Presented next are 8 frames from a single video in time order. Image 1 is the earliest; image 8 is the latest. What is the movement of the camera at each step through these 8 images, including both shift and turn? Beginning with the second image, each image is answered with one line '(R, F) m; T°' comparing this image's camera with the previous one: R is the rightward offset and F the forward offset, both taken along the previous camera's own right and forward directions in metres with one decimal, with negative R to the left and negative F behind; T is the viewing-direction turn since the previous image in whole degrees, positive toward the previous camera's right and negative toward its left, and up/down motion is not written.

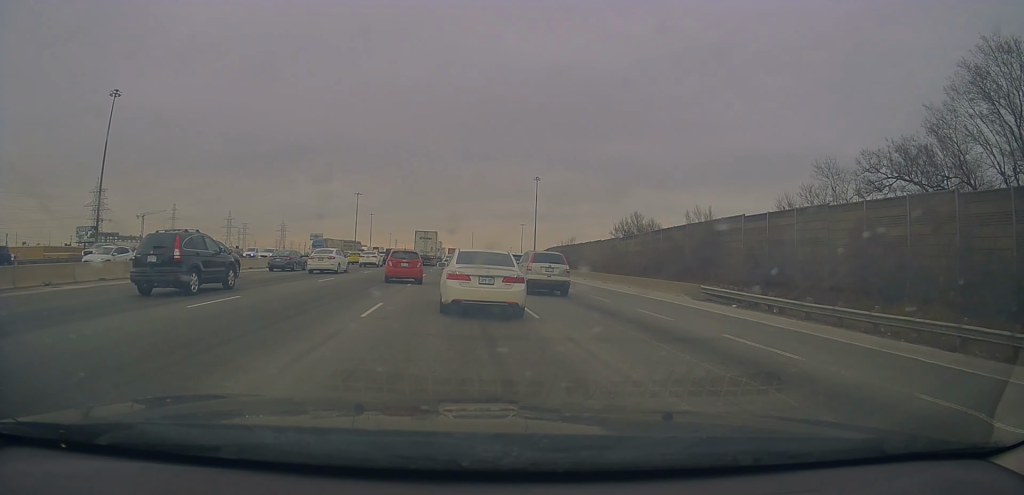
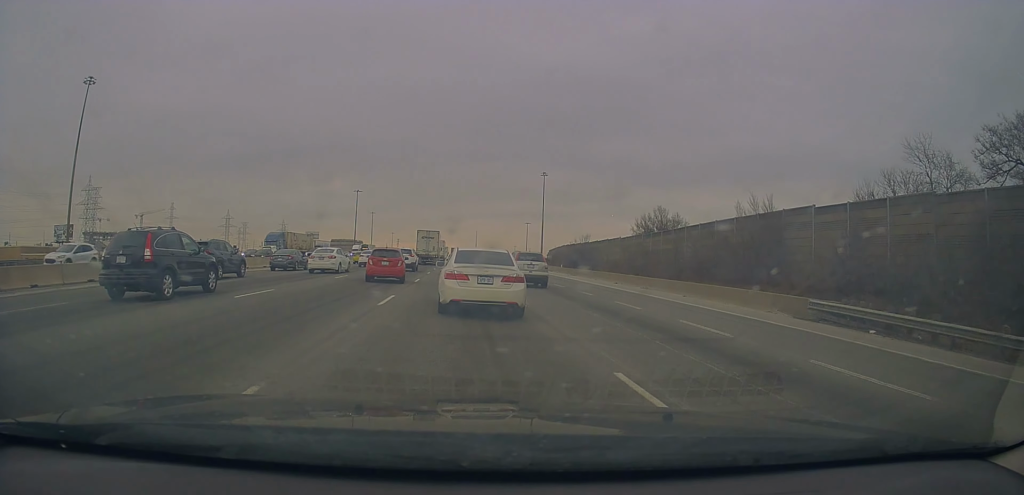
(+0.3, +8.2) m; +2°
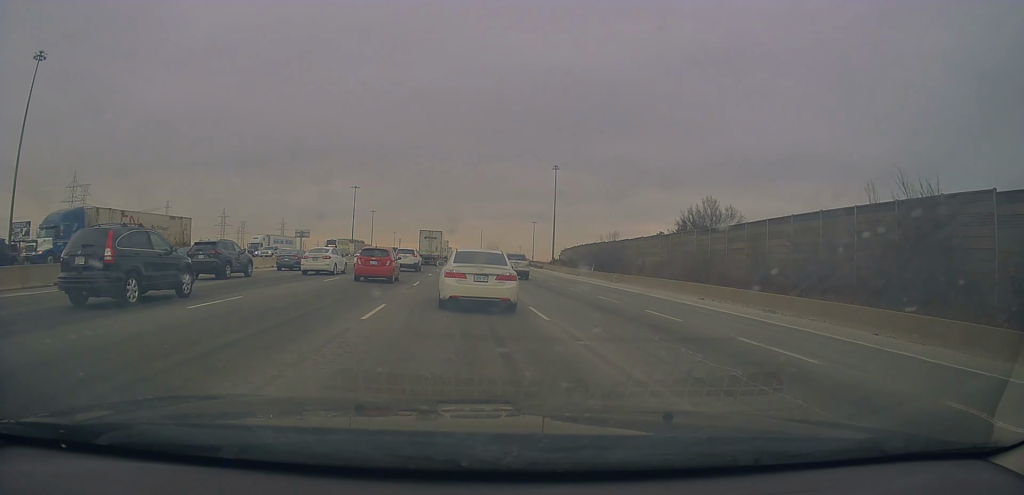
(+0.7, +14.6) m; +3°
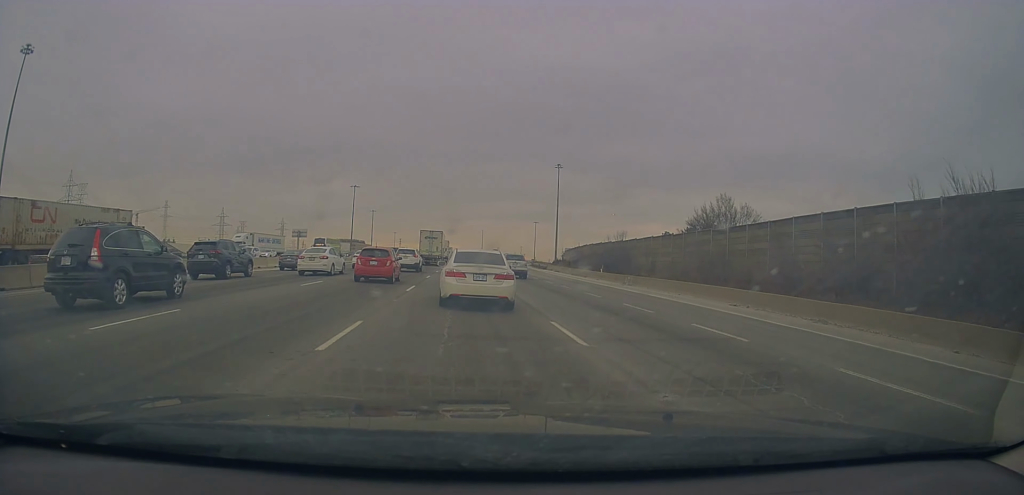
(-0.3, +3.4) m; -2°
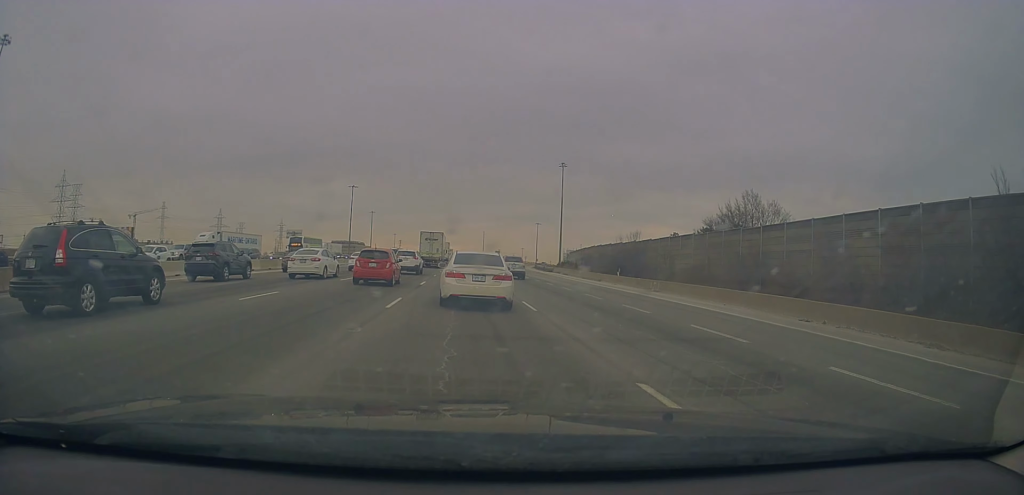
(-0.3, +5.3) m; -2°
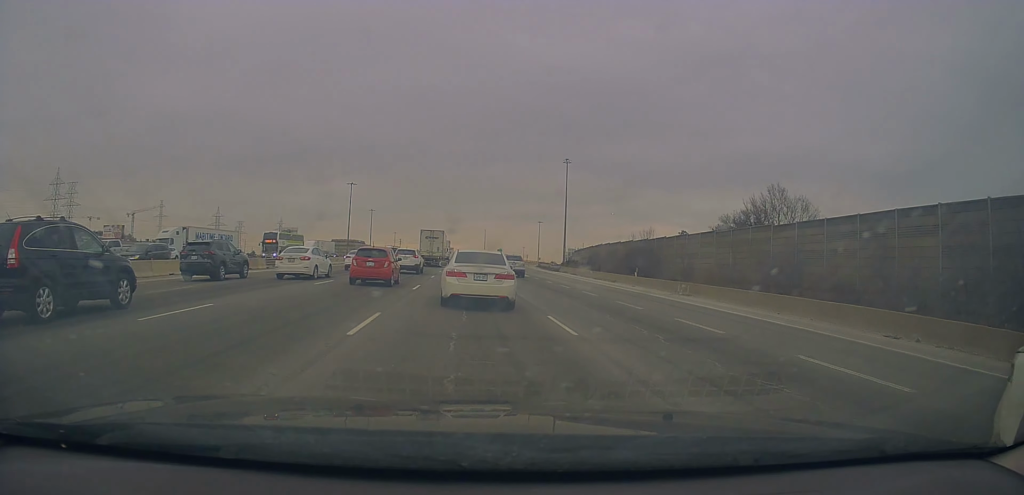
(+0.1, +4.4) m; 0°
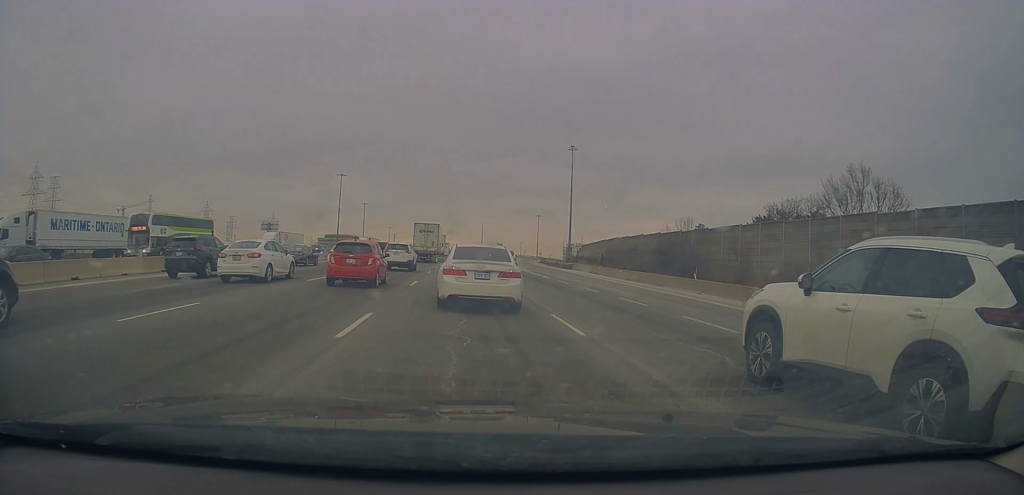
(+0.1, +11.6) m; 0°
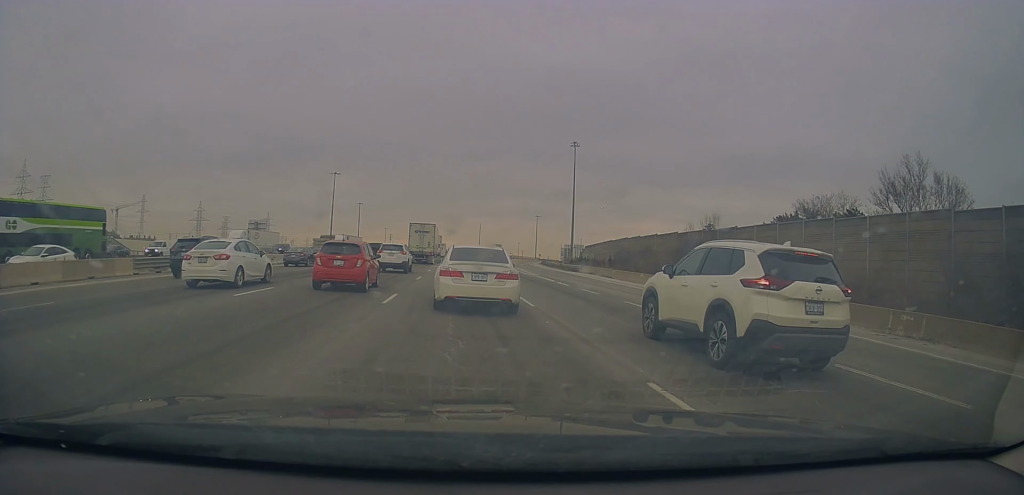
(0.0, +7.5) m; 0°
